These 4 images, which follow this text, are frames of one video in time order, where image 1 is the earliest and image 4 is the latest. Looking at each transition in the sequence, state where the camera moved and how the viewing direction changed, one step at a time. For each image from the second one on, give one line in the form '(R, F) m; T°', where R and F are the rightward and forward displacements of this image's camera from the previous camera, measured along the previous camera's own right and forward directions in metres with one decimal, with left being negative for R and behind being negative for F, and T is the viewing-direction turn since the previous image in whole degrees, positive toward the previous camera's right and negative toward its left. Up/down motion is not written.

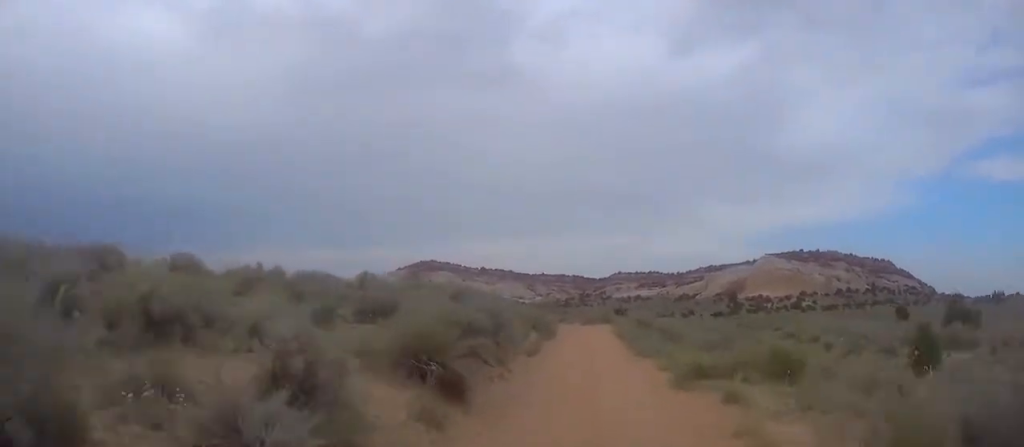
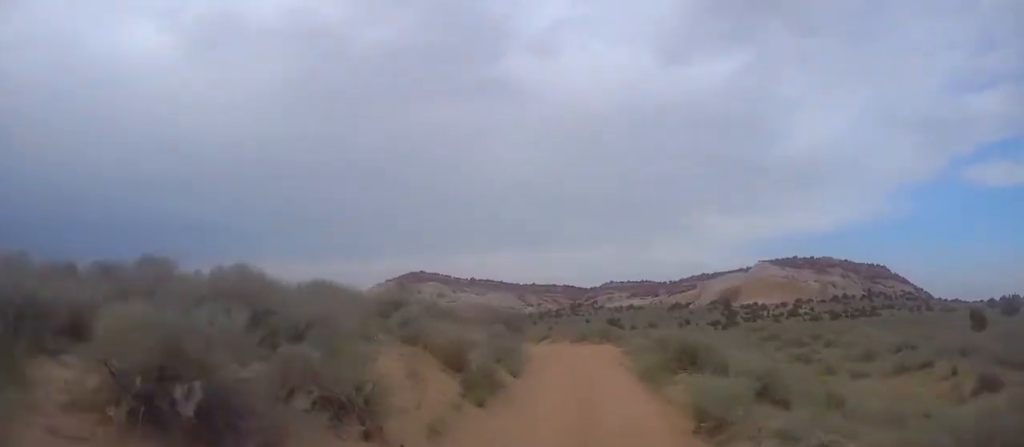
(+0.7, +15.4) m; +3°
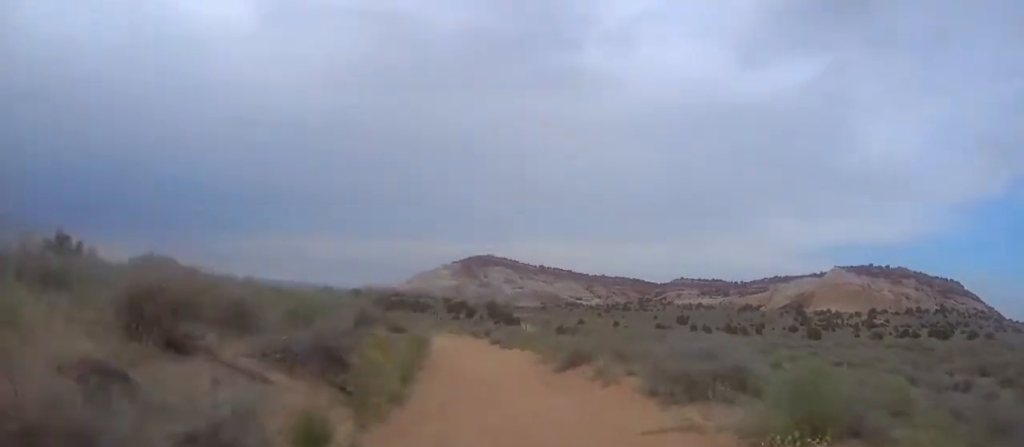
(-0.7, +28.4) m; -3°
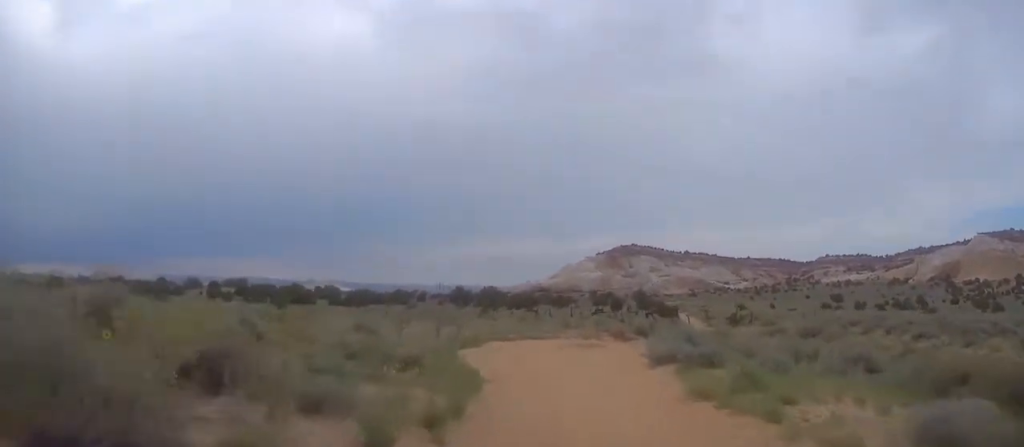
(-0.4, +24.0) m; -3°
